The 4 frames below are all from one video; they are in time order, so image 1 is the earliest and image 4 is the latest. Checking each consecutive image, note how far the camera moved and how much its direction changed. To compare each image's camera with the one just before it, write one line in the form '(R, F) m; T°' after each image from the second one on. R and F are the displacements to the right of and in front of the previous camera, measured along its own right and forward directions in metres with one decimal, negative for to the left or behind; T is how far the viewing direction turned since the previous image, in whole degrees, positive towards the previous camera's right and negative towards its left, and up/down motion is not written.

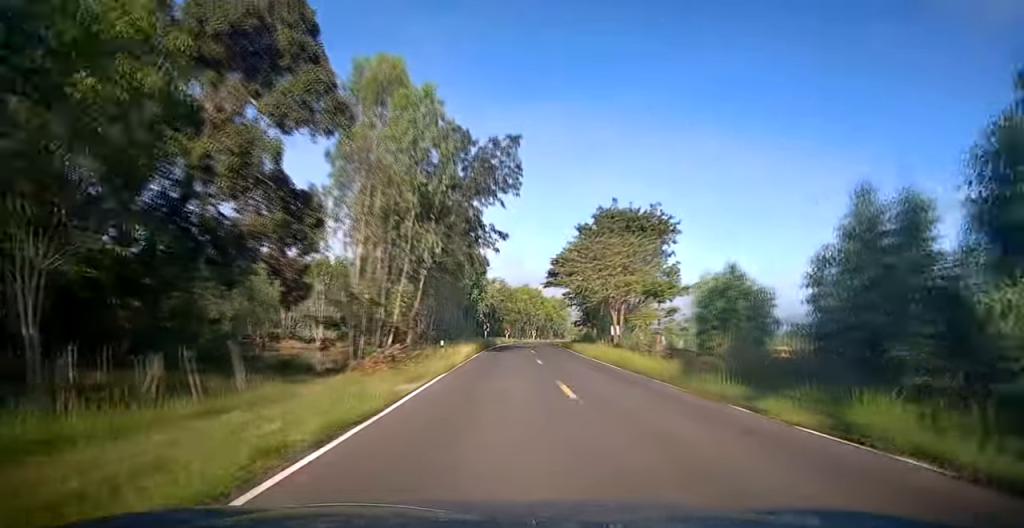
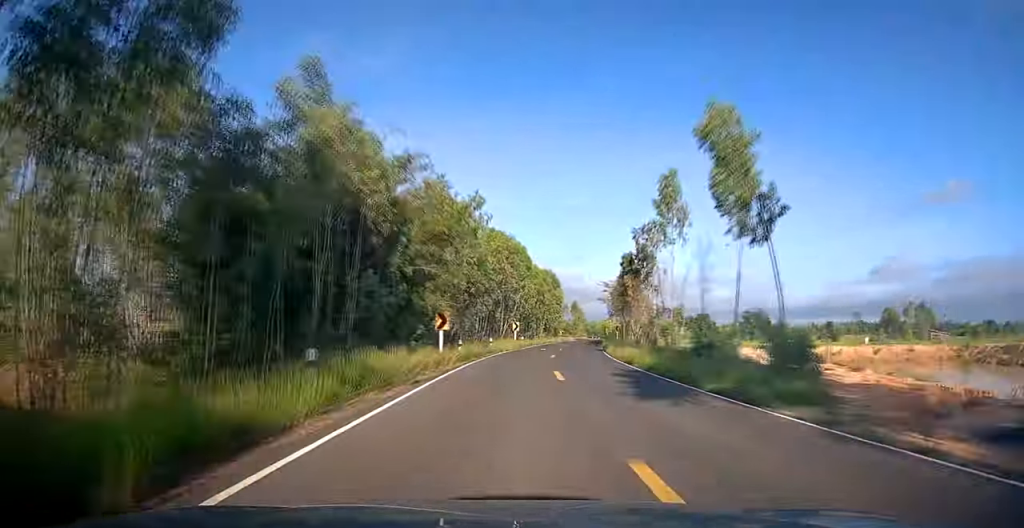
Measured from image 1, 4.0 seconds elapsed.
(+0.7, +56.8) m; +3°
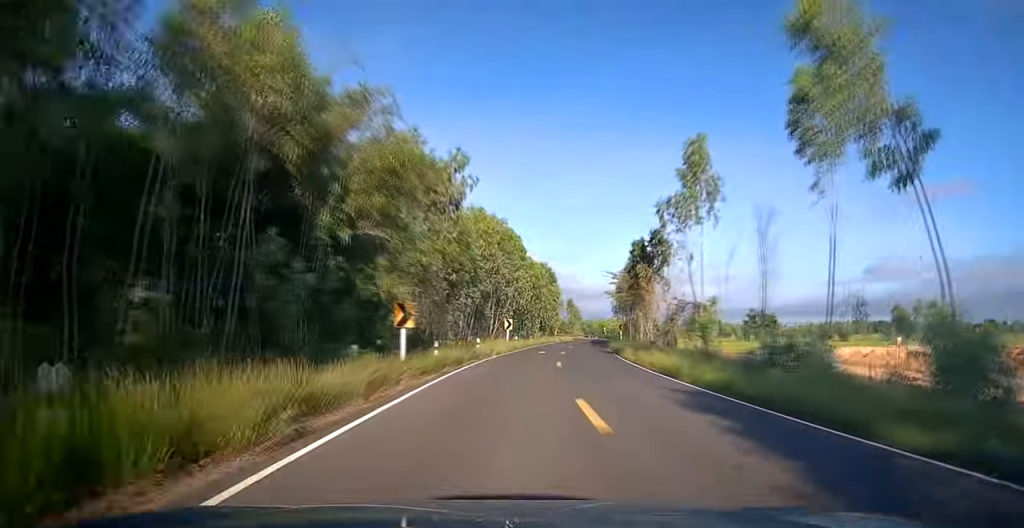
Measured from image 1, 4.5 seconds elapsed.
(+0.3, +7.4) m; +1°
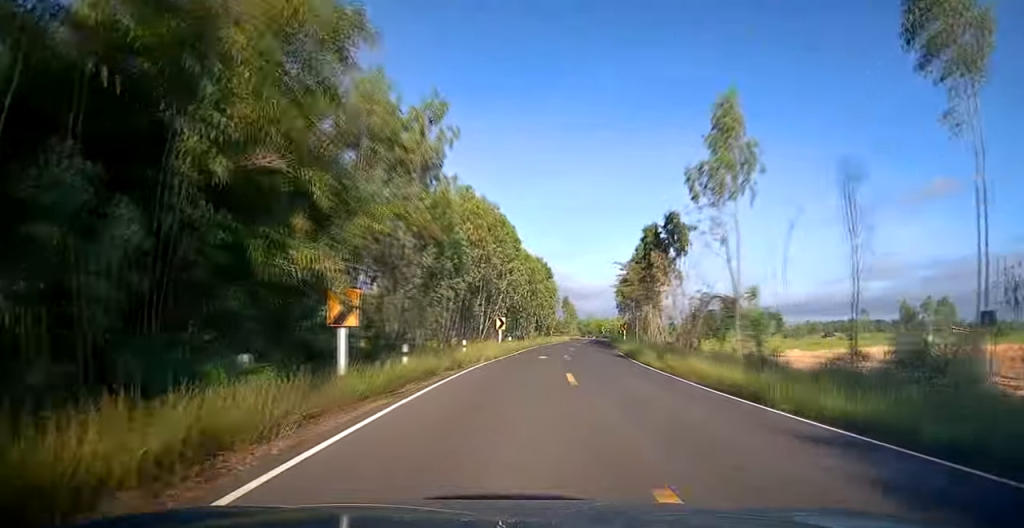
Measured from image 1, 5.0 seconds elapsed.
(0.0, +5.9) m; +1°
